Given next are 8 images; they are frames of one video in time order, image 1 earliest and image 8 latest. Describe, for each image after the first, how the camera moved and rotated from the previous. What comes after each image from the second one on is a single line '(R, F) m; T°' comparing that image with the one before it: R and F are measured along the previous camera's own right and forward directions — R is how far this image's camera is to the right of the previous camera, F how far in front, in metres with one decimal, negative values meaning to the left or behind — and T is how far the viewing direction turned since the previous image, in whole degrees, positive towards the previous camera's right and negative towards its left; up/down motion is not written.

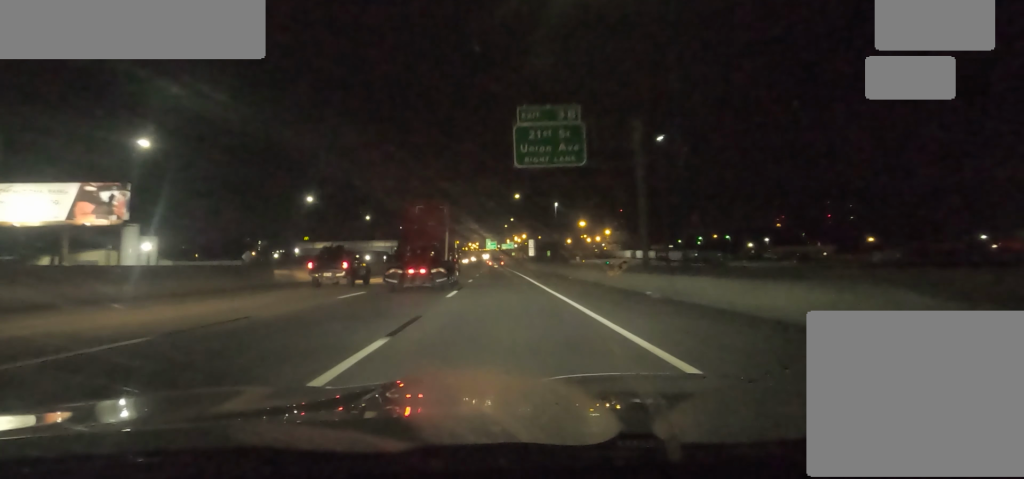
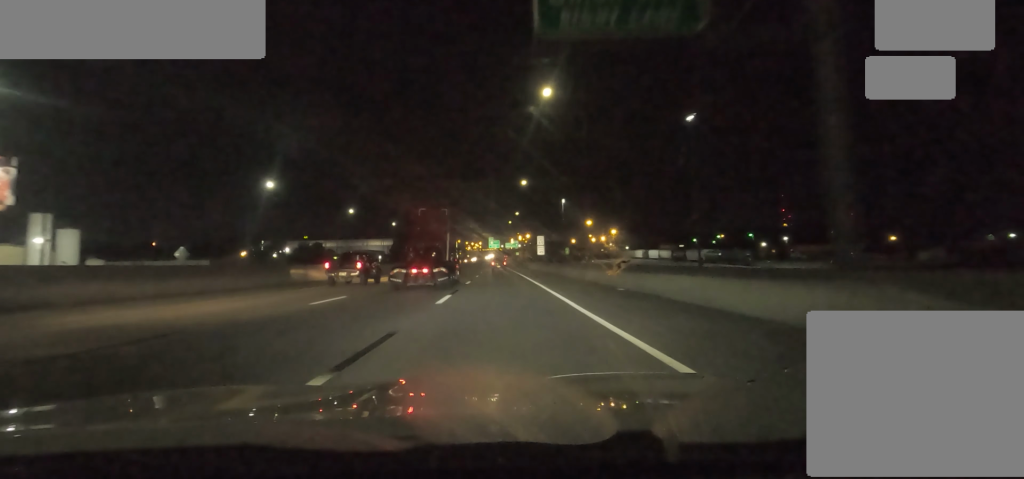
(+0.4, +16.8) m; 0°
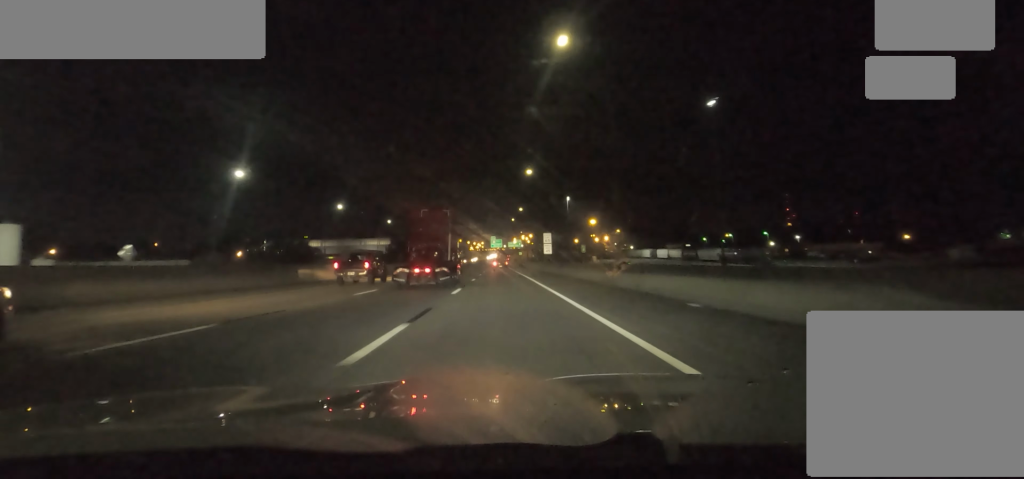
(-0.3, +9.5) m; -1°
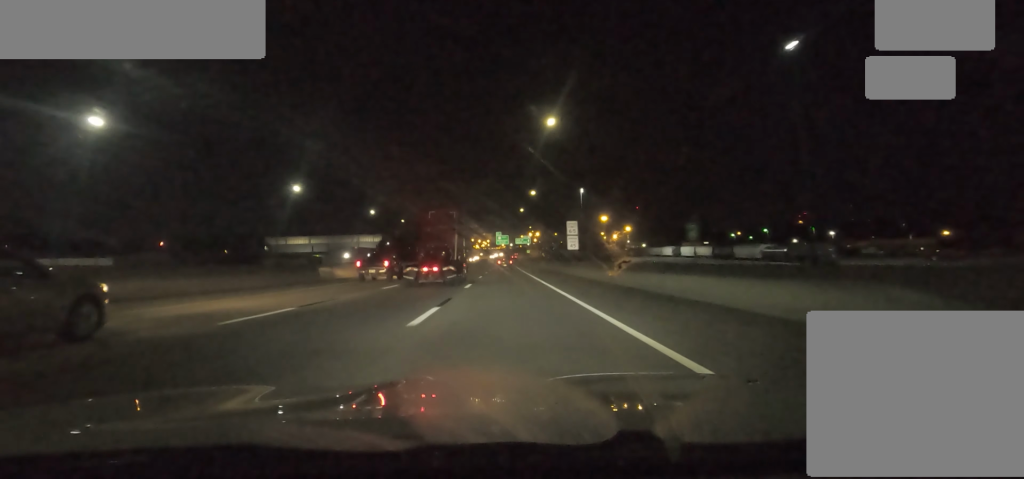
(-0.4, +23.6) m; -1°
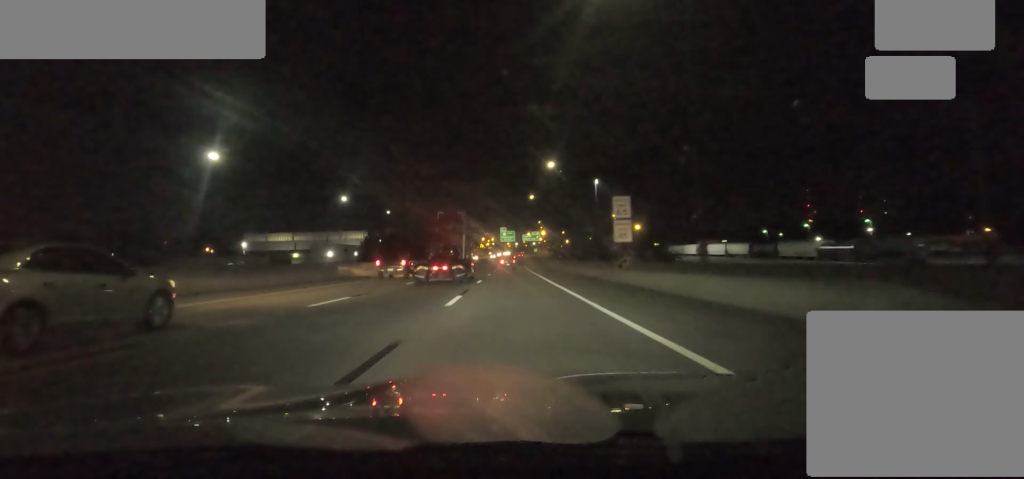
(-0.1, +22.7) m; -2°
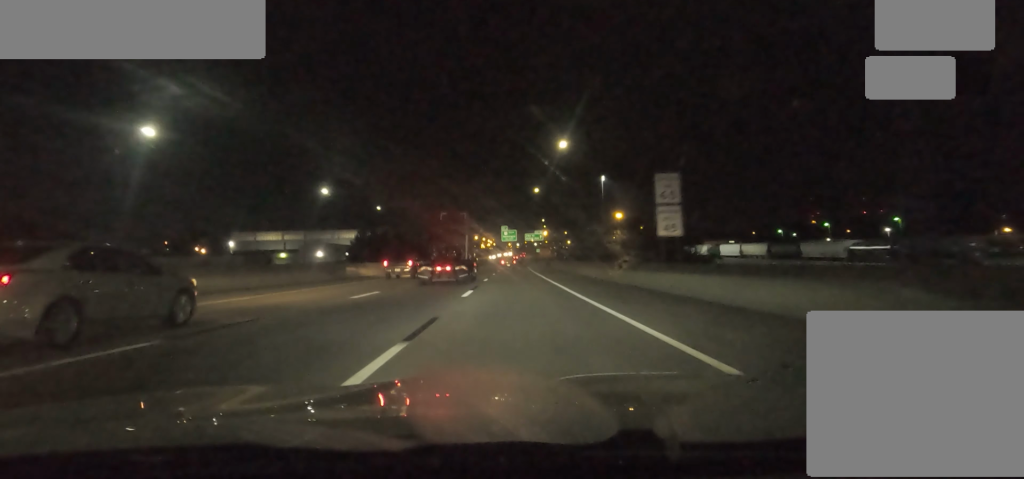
(+0.2, +10.5) m; -1°
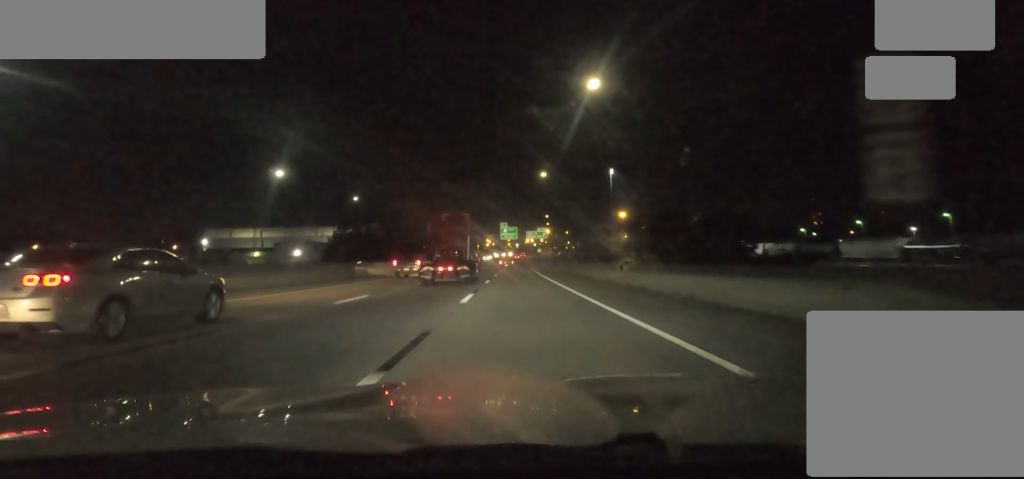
(-0.7, +15.7) m; +2°
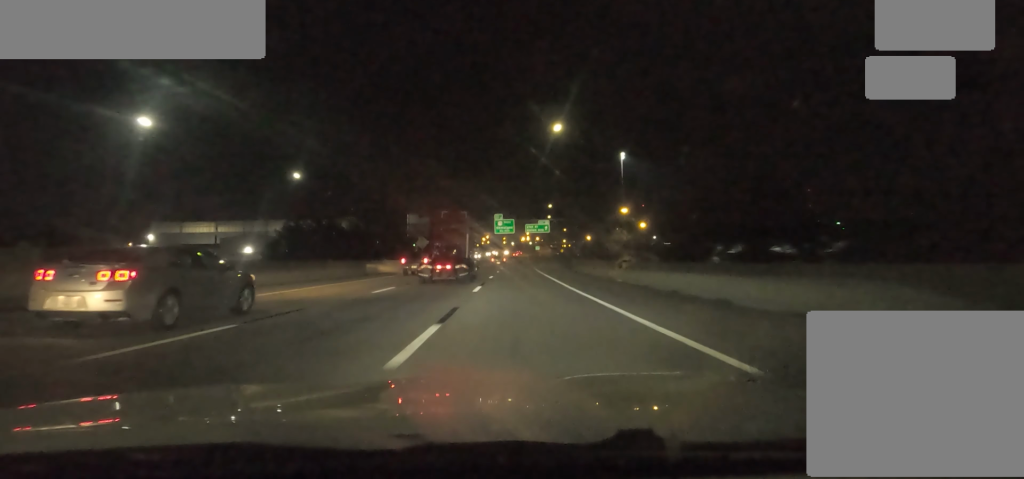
(+1.1, +22.7) m; +2°
